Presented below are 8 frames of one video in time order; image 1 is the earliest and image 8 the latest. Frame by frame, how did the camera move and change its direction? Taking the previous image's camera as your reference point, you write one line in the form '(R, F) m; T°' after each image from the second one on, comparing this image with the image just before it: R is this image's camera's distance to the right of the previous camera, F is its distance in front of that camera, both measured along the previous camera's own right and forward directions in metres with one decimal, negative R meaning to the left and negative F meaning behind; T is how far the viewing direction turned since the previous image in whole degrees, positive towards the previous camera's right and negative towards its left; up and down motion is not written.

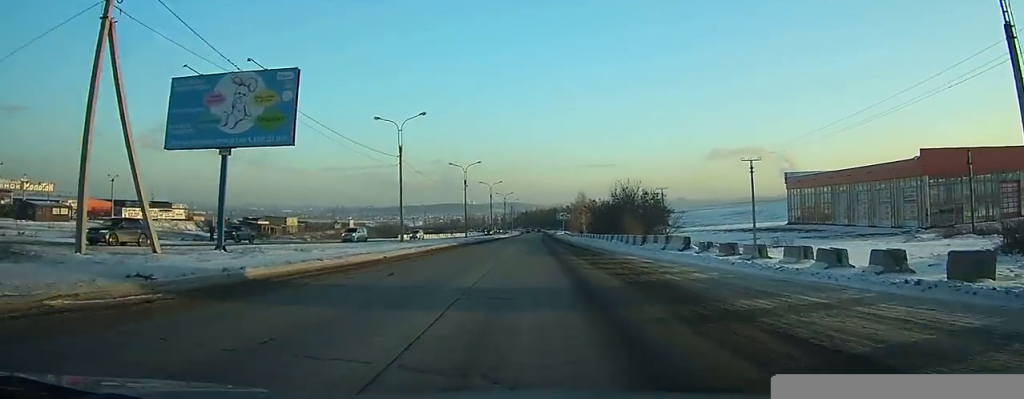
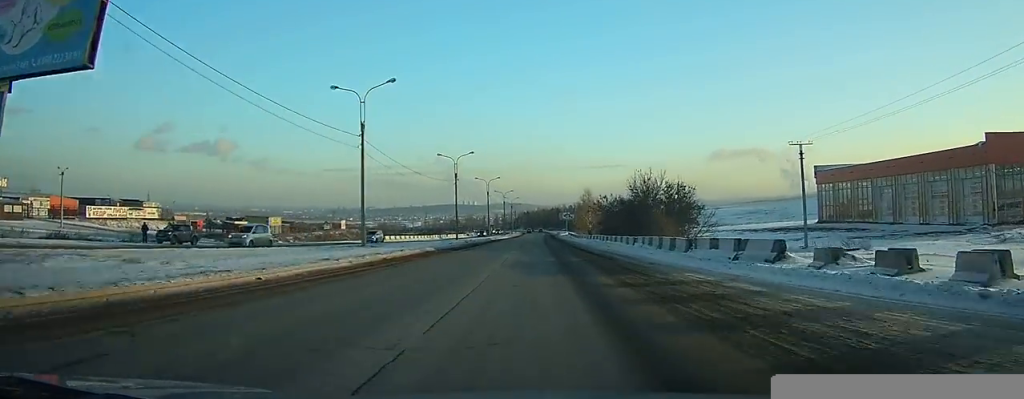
(-0.1, +11.4) m; -1°
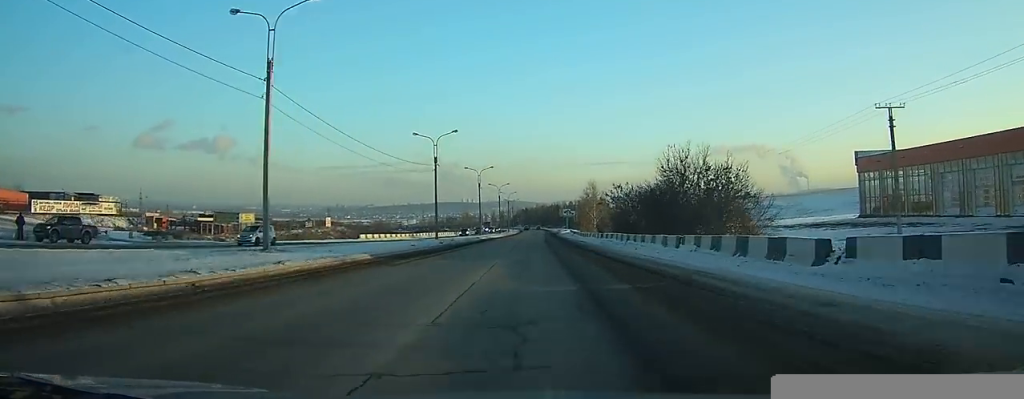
(-0.1, +13.8) m; -1°
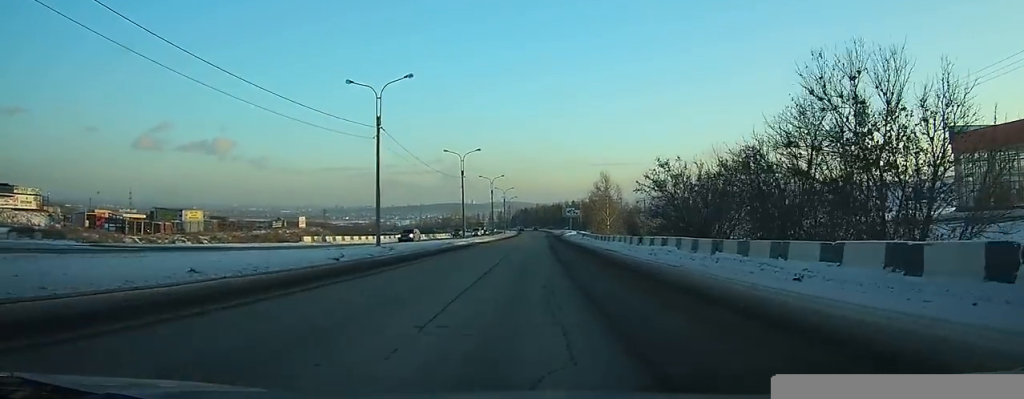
(-0.3, +21.6) m; -1°
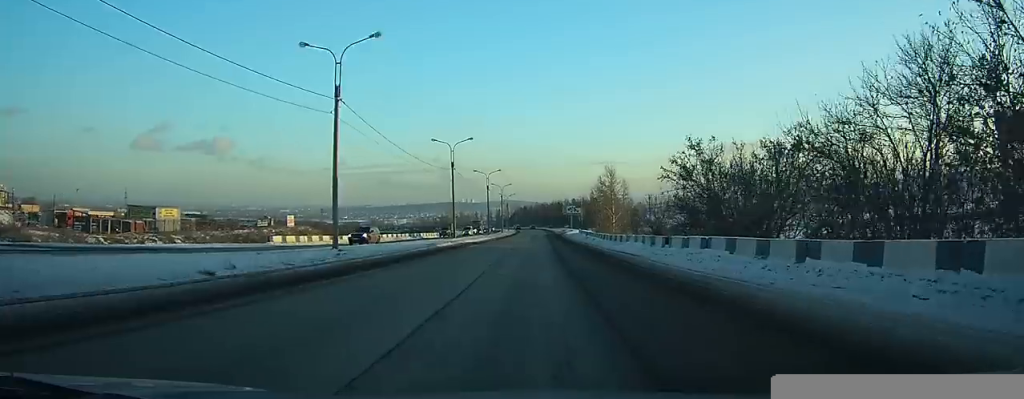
(-0.1, +7.8) m; 0°
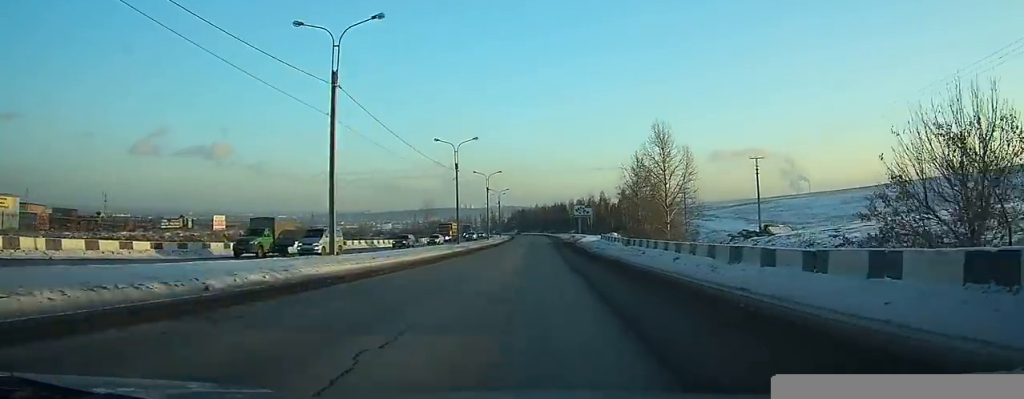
(+0.4, +37.3) m; +1°
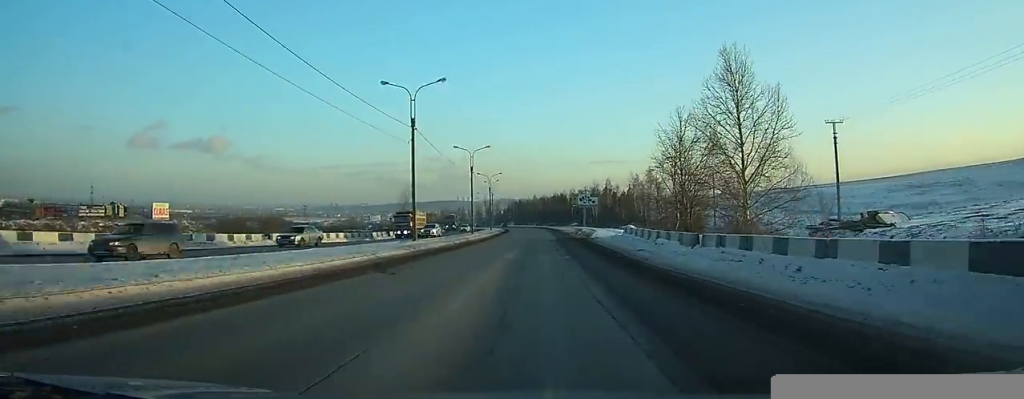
(+0.1, +20.6) m; 0°
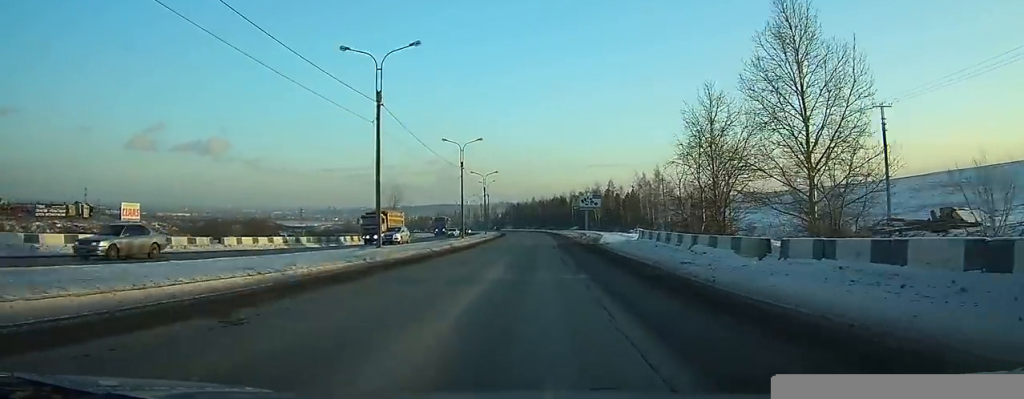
(0.0, +8.5) m; 0°
